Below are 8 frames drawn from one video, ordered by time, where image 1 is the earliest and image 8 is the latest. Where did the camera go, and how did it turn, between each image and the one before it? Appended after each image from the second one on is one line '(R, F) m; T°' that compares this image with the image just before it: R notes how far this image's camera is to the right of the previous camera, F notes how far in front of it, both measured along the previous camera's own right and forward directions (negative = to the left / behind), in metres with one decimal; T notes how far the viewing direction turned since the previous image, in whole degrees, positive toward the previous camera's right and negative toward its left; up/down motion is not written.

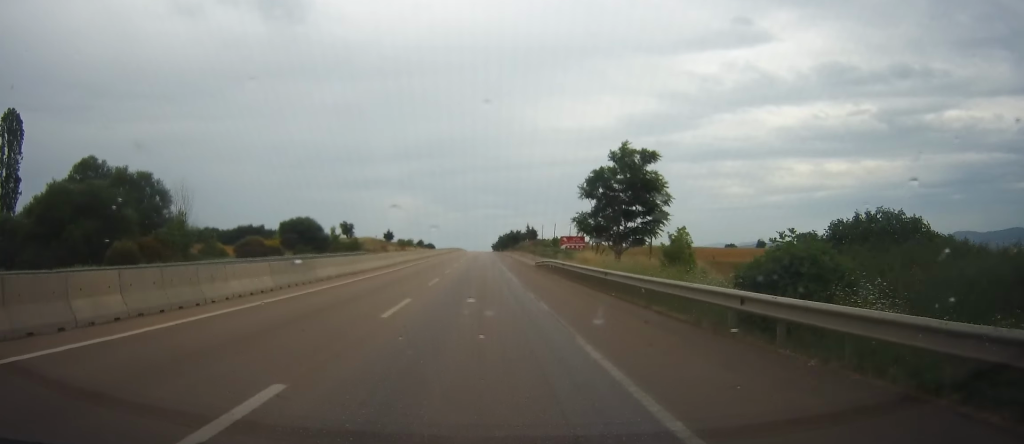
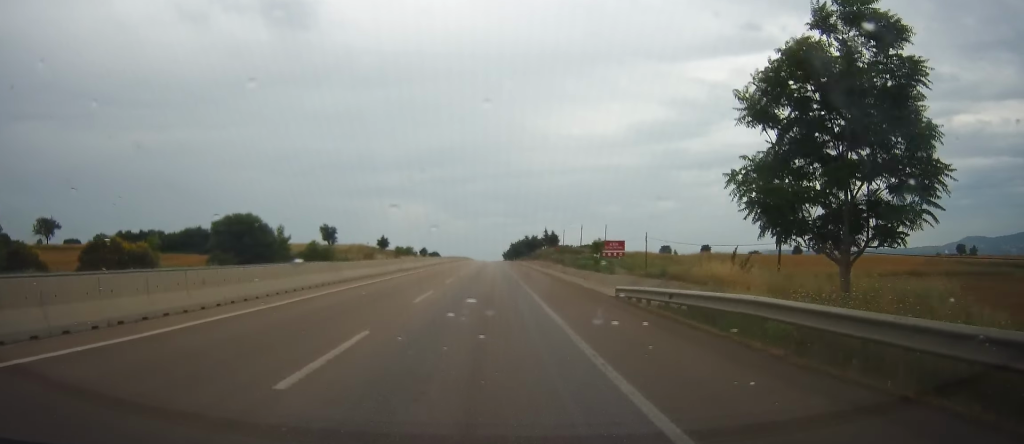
(+0.2, +32.2) m; 0°
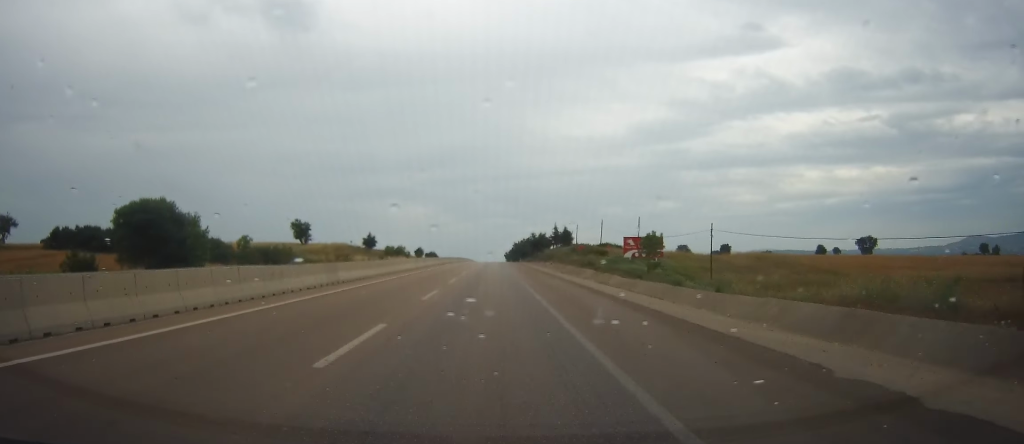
(-0.2, +24.0) m; 0°
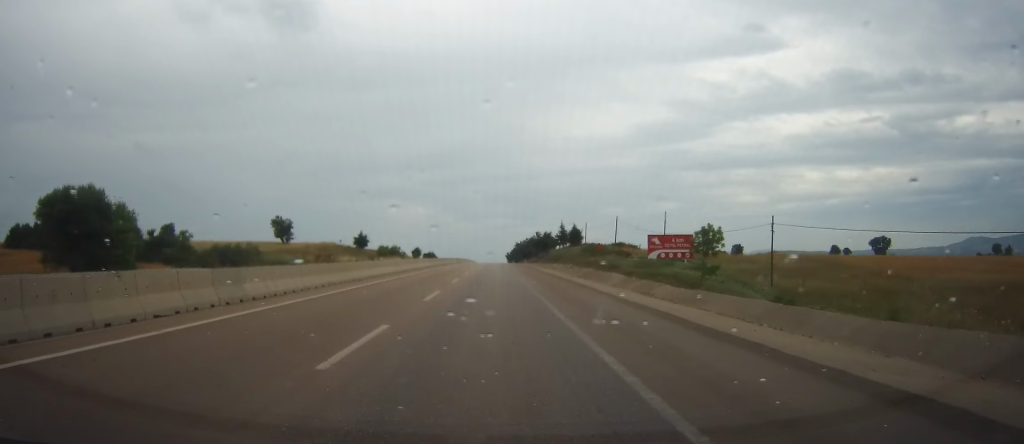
(+0.1, +13.1) m; 0°
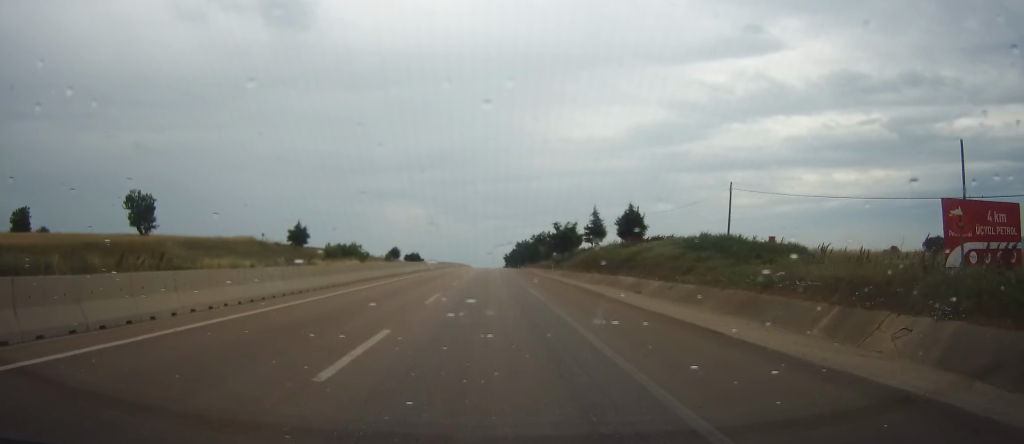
(-0.7, +51.1) m; -1°
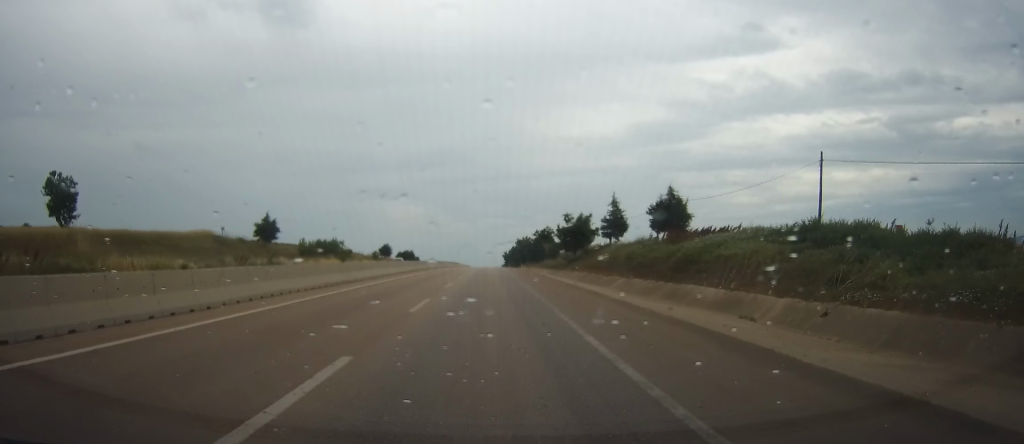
(+0.2, +15.8) m; +1°
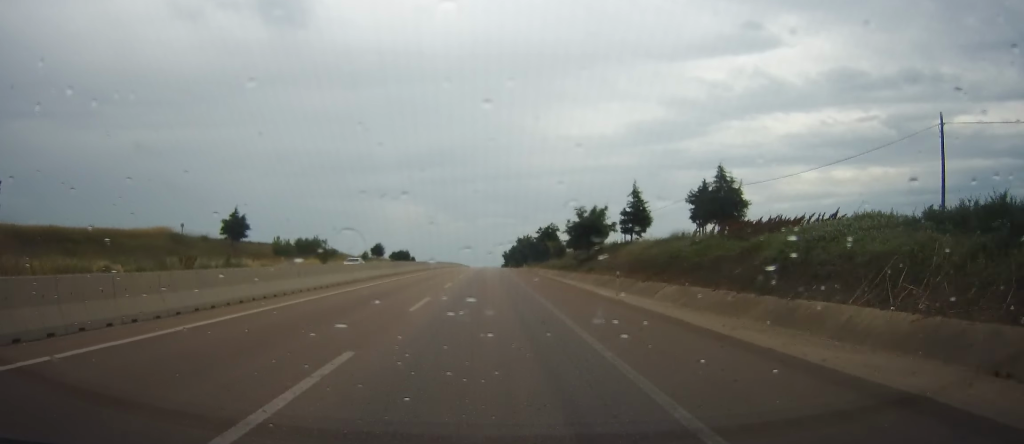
(0.0, +11.4) m; 0°
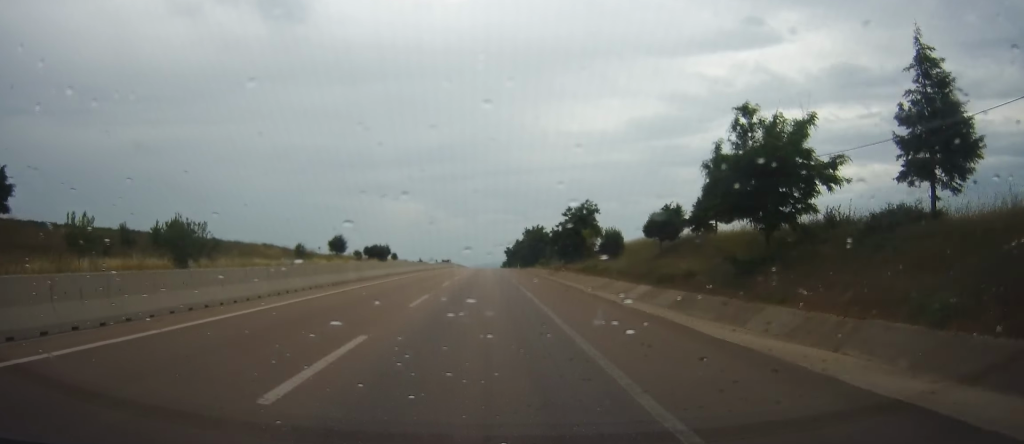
(+0.1, +48.0) m; +1°
